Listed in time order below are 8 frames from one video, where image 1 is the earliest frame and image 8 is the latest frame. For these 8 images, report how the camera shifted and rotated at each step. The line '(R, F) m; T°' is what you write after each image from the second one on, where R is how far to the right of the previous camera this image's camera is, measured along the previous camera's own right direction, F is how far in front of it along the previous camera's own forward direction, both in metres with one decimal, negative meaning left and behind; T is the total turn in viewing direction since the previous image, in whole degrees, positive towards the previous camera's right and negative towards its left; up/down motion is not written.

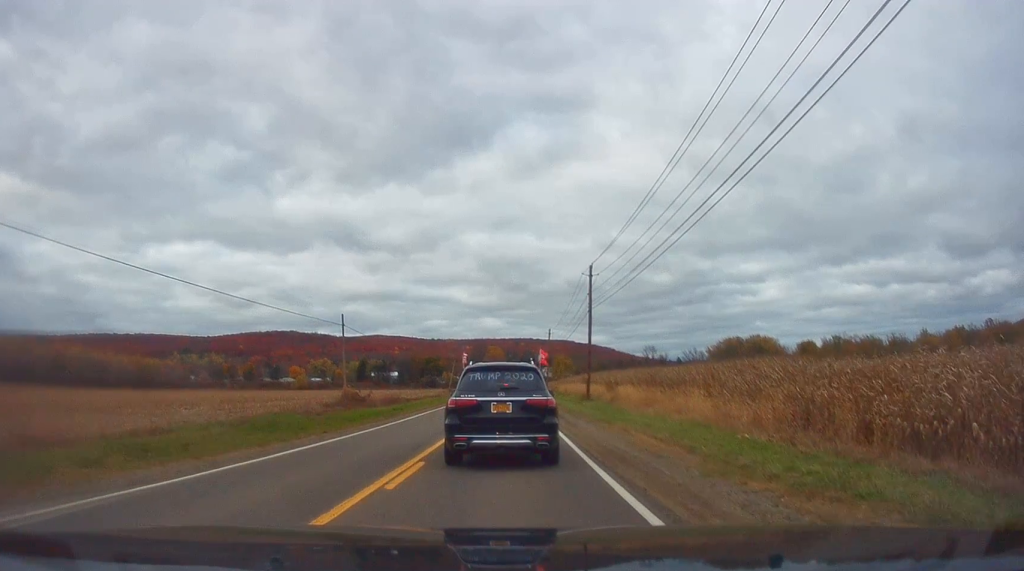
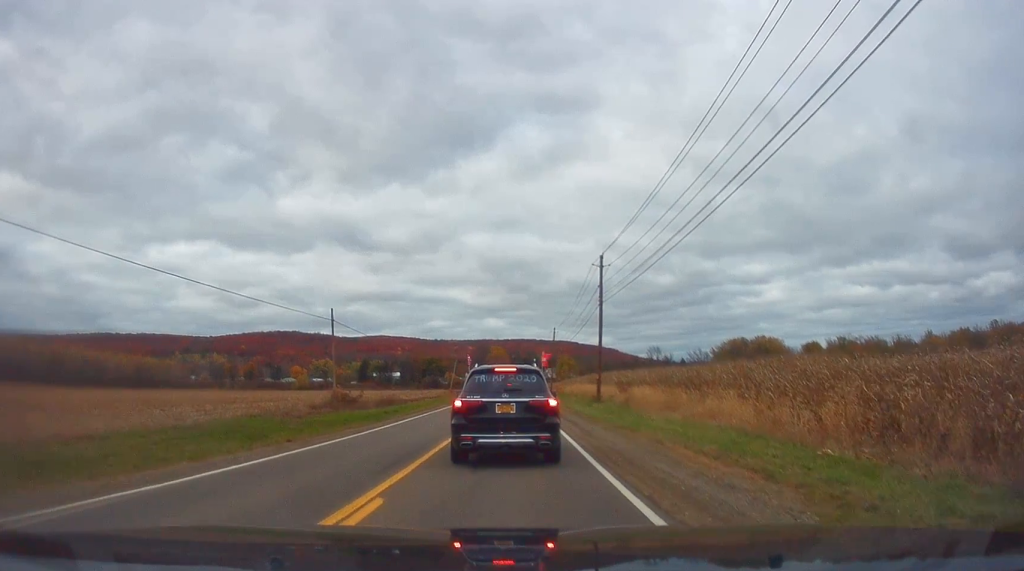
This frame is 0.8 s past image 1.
(-0.1, +4.9) m; -2°
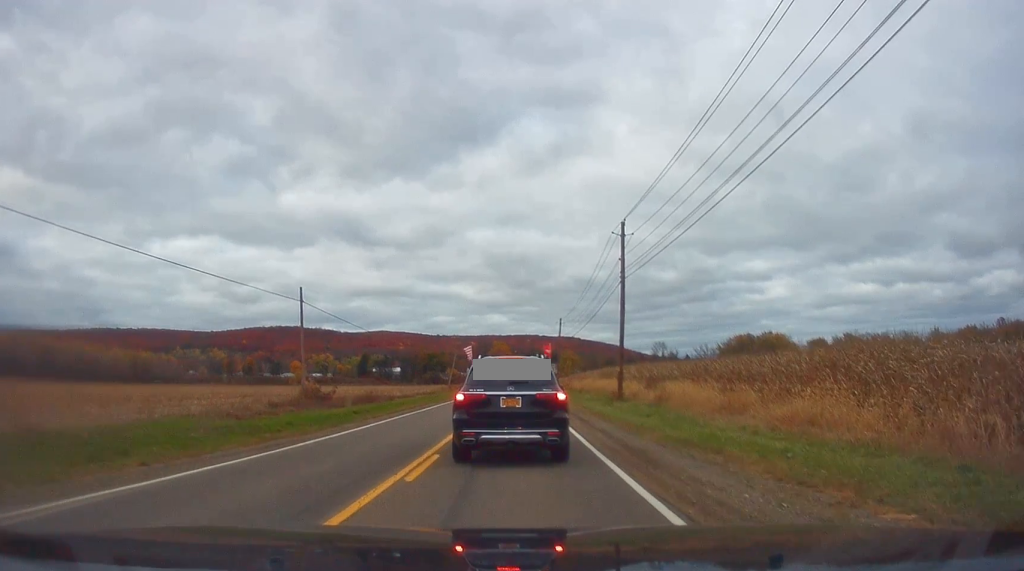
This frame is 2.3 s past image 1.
(0.0, +8.0) m; 0°
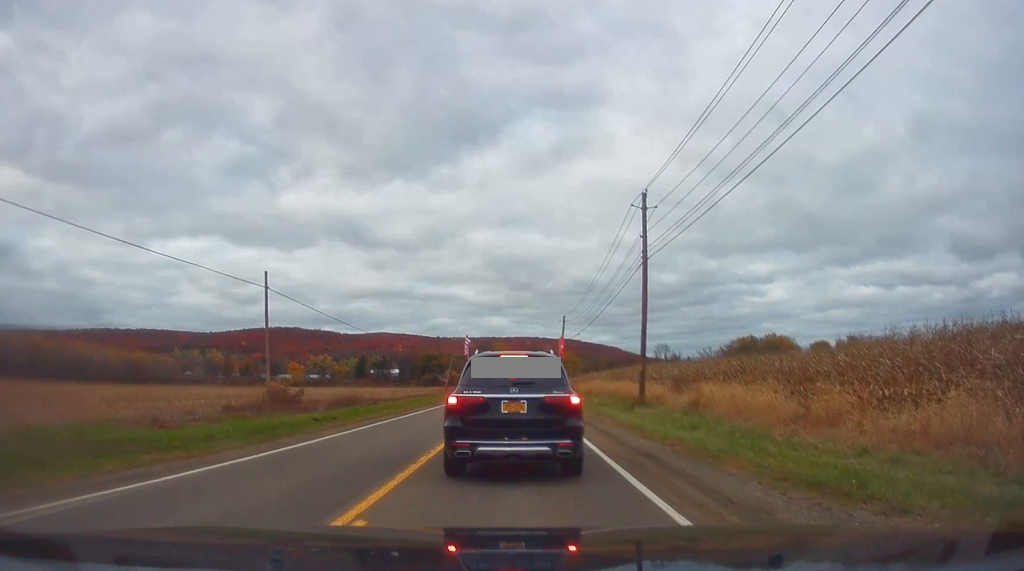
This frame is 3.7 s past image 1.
(0.0, +7.0) m; 0°
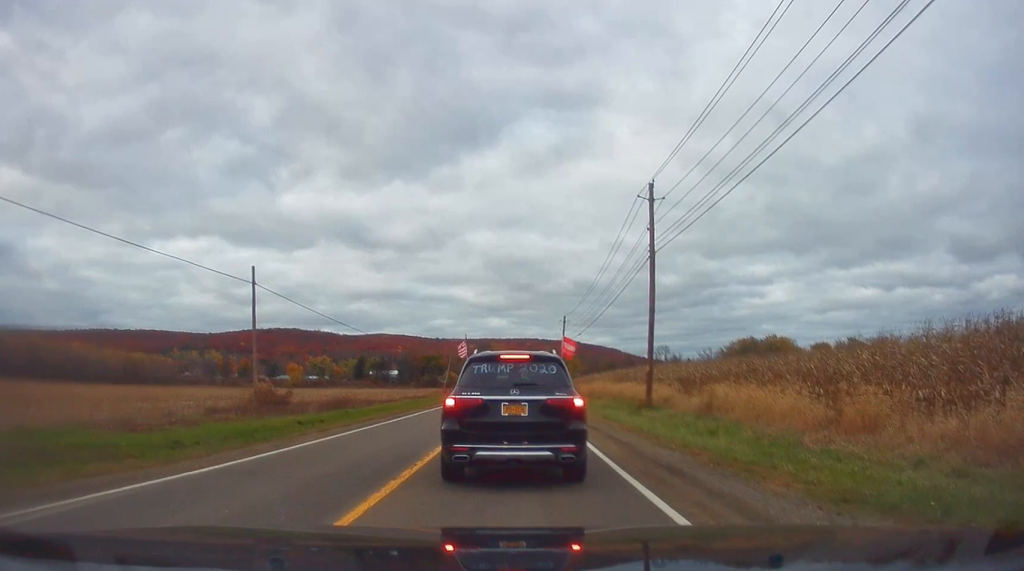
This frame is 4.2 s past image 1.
(0.0, +2.6) m; 0°
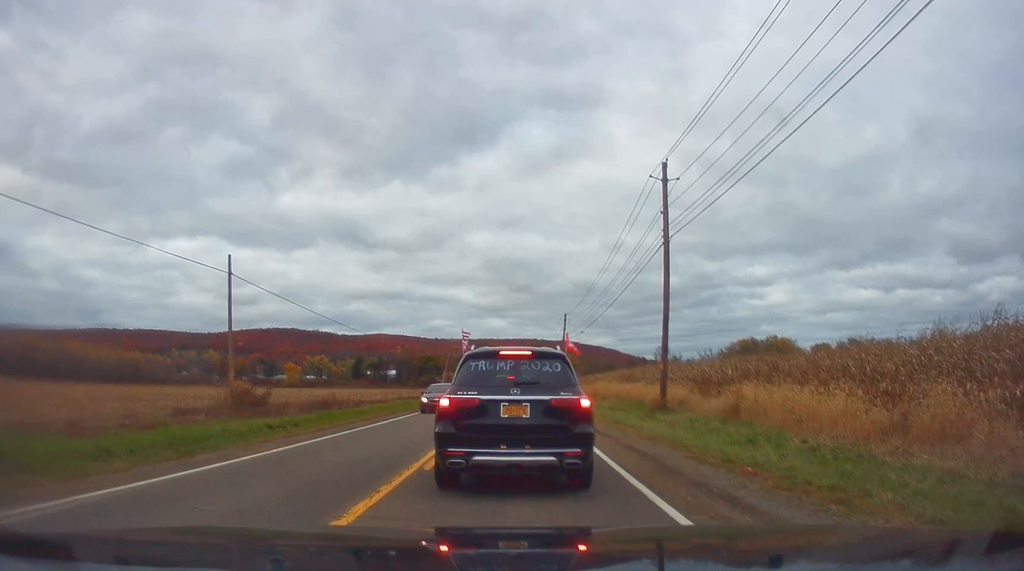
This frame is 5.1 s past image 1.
(0.0, +4.8) m; 0°
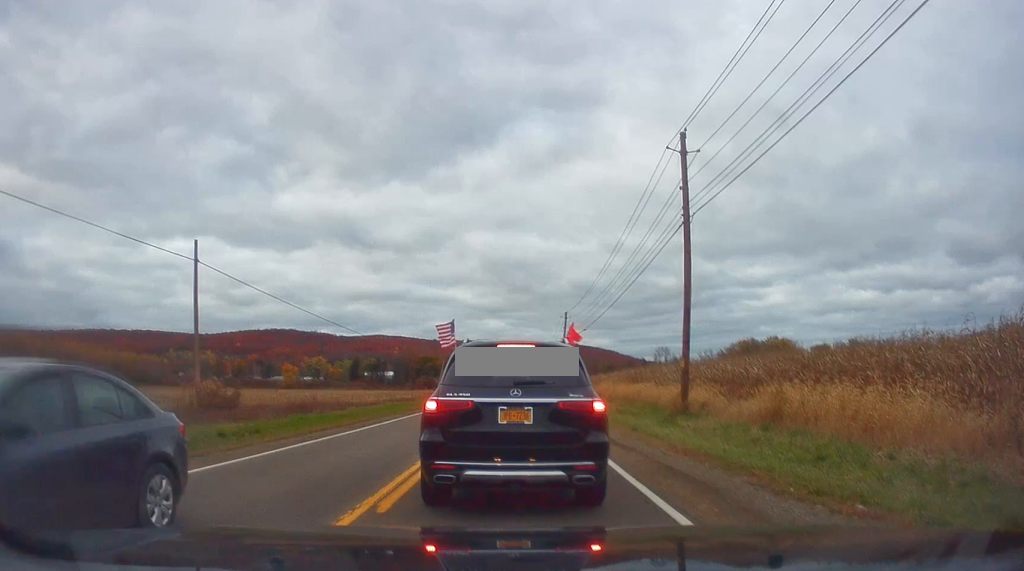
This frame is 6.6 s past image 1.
(0.0, +7.0) m; 0°
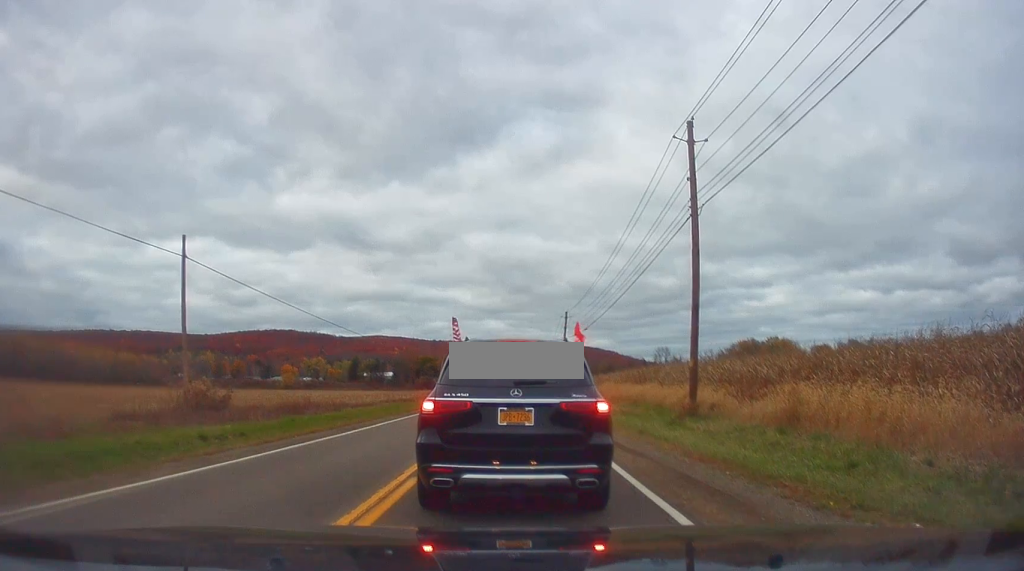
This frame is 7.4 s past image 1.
(0.0, +3.1) m; 0°
